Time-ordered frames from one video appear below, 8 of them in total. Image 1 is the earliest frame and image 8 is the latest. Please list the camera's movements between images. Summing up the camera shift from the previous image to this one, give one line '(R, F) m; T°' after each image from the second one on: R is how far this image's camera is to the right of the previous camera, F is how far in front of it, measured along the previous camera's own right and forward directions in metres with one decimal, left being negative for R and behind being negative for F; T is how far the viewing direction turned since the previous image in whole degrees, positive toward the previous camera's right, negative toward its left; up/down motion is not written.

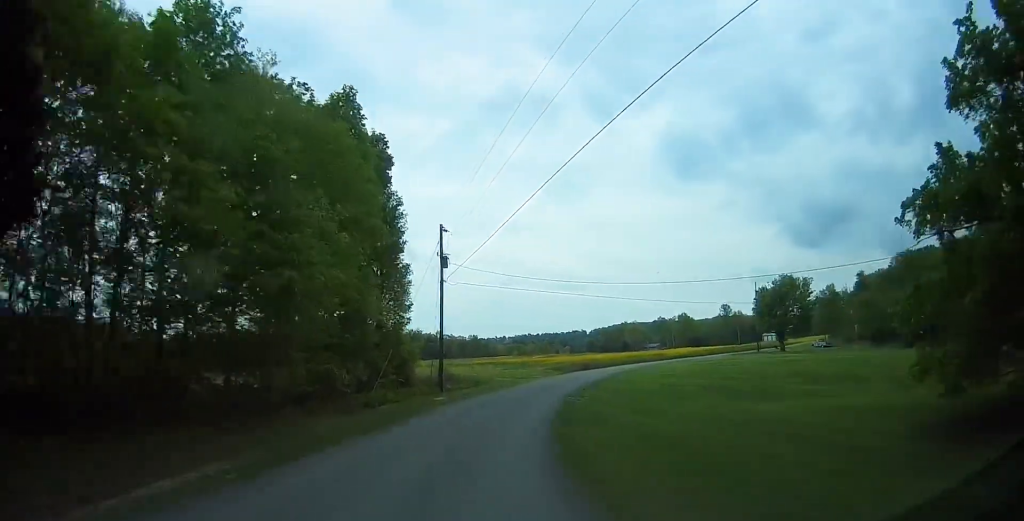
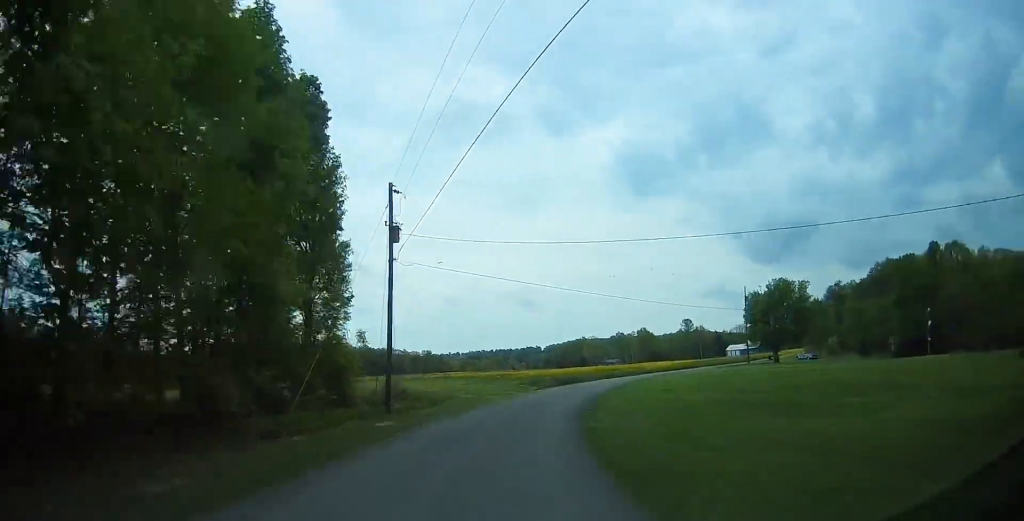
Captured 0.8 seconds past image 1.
(+0.1, +9.6) m; +3°
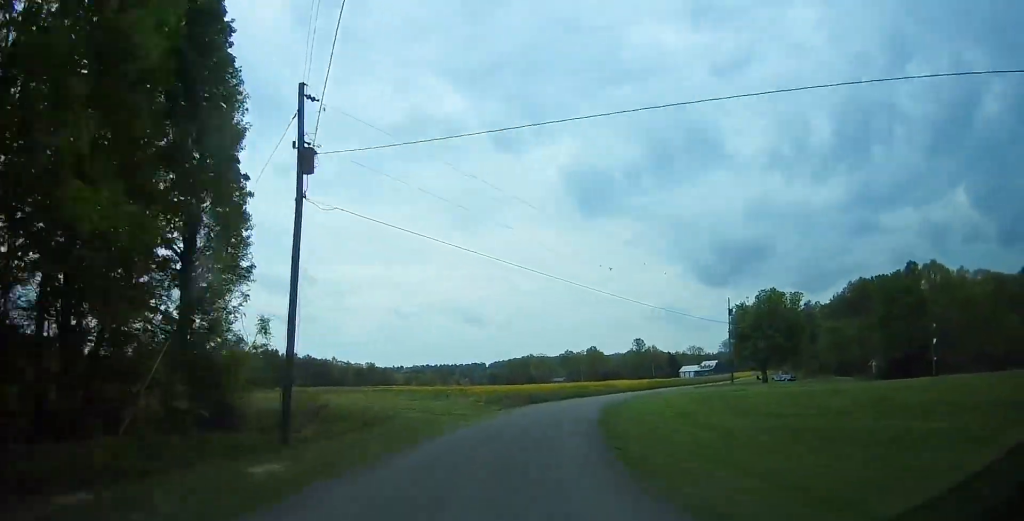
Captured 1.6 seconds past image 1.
(+0.1, +9.1) m; +5°
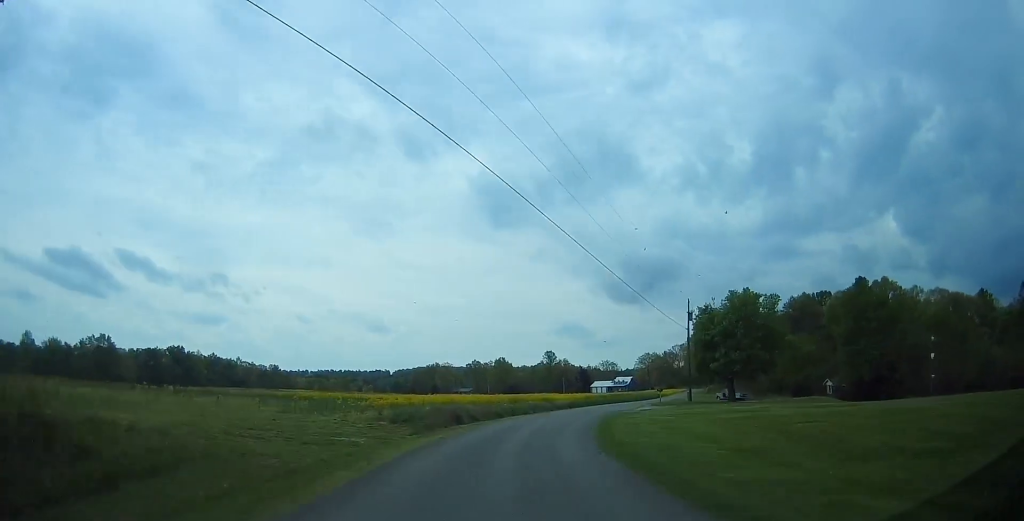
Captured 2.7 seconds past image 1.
(+1.1, +12.1) m; +9°
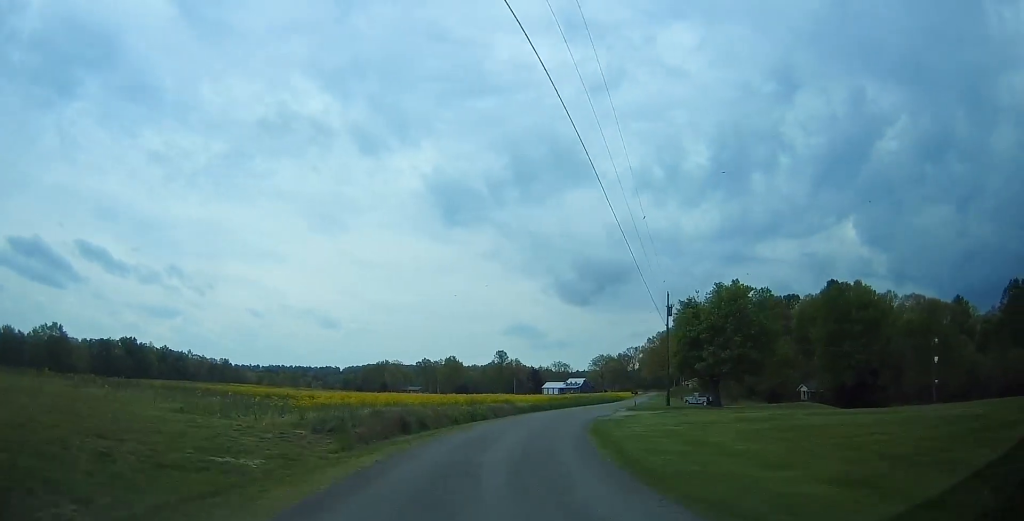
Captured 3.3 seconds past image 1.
(+0.2, +6.5) m; +4°
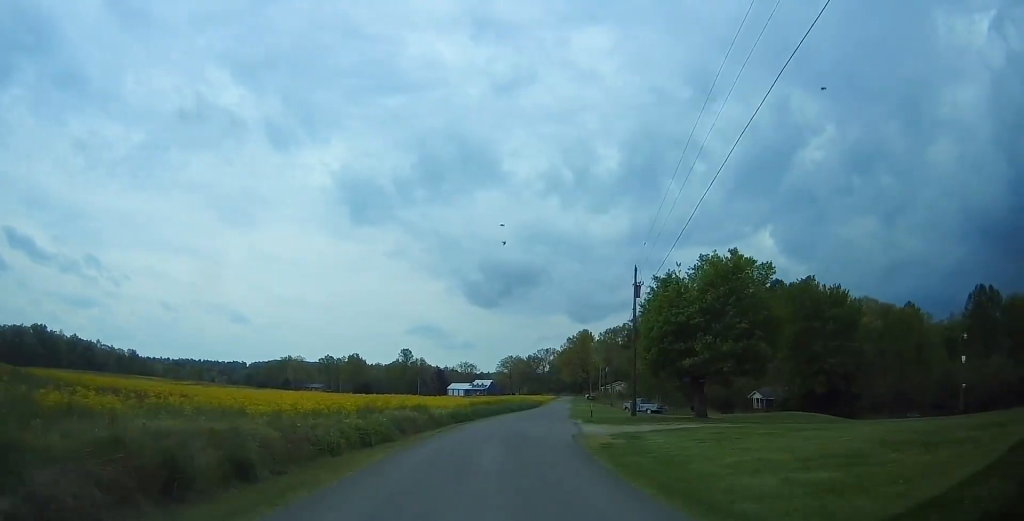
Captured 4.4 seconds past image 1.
(+0.6, +13.3) m; +6°
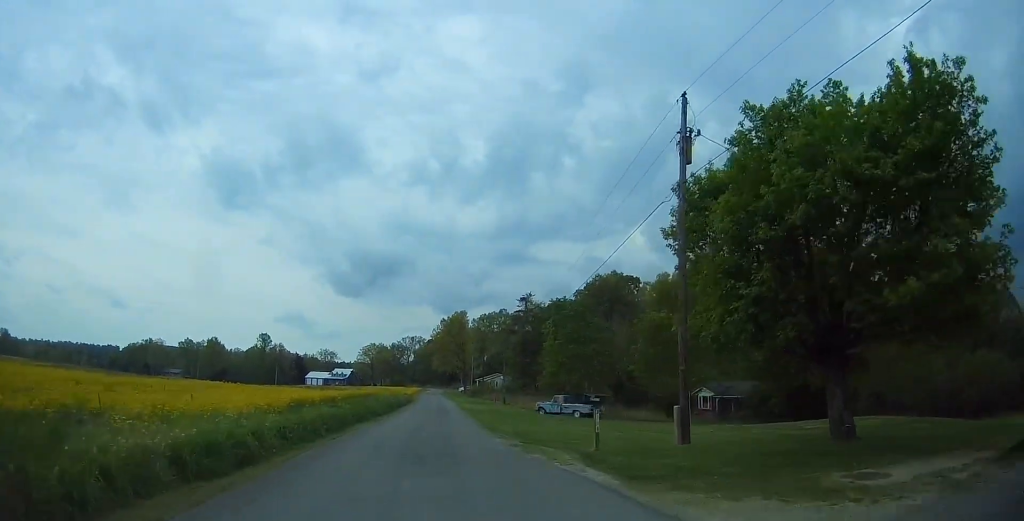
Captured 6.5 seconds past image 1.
(+2.9, +24.4) m; +13°
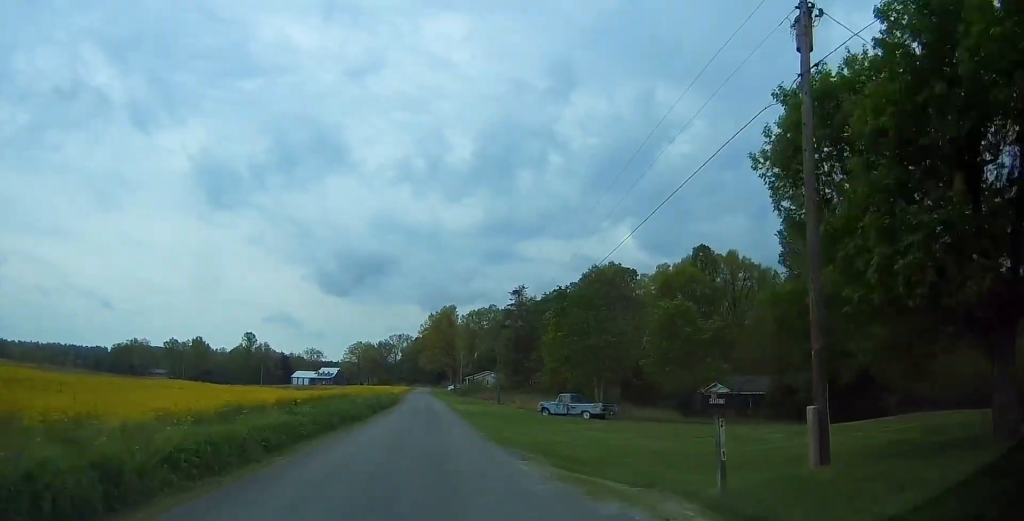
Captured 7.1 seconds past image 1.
(+0.3, +6.6) m; +2°
